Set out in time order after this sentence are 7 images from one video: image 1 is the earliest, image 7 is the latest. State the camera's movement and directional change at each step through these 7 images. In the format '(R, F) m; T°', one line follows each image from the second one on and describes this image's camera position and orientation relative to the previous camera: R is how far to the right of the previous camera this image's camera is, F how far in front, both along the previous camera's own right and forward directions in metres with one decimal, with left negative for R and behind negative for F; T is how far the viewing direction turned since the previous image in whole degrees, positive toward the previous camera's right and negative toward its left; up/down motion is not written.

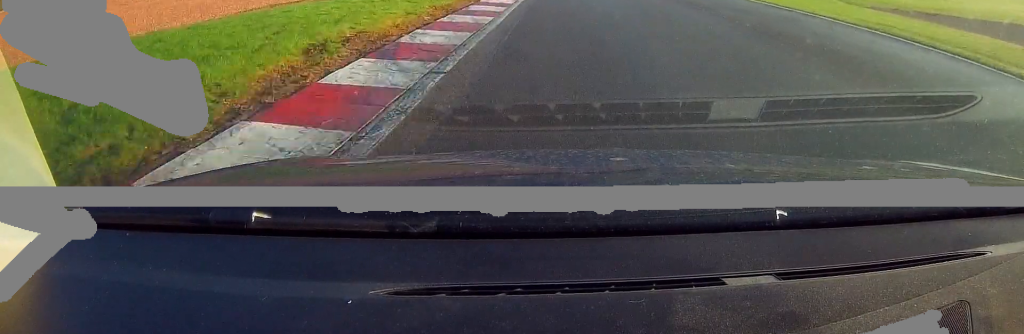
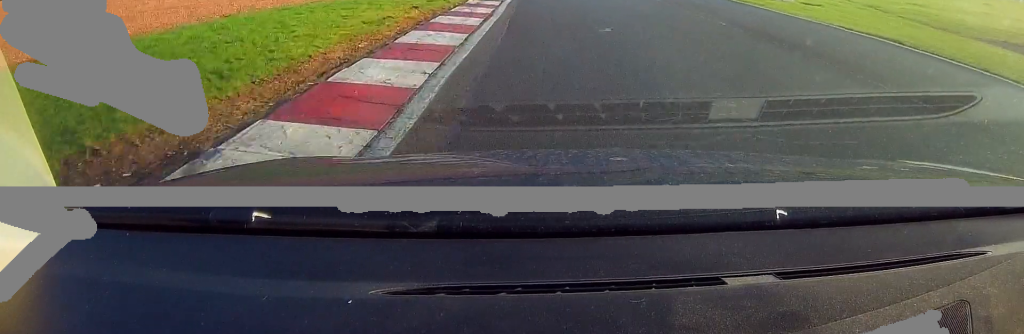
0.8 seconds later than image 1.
(+0.2, +13.0) m; +3°
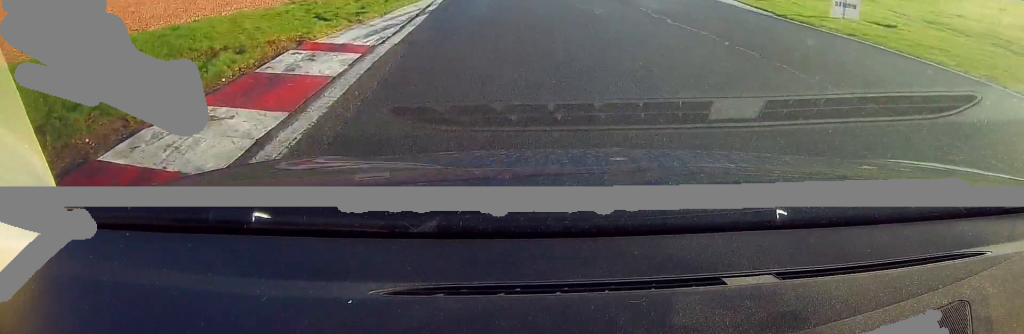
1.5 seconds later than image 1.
(+0.4, +12.6) m; +5°
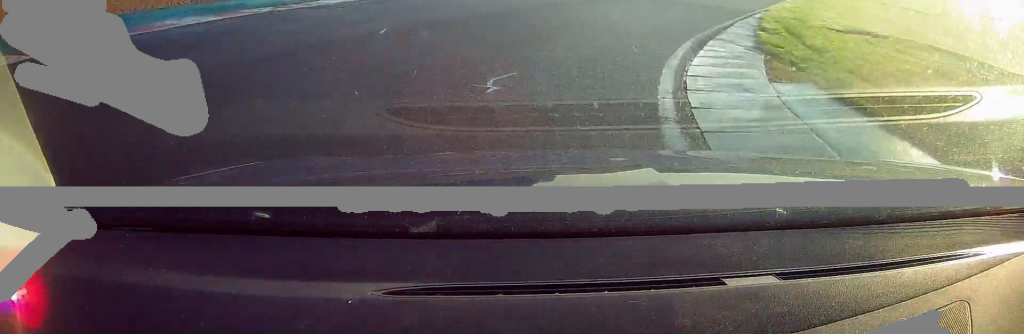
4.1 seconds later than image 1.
(+7.3, +41.0) m; +24°
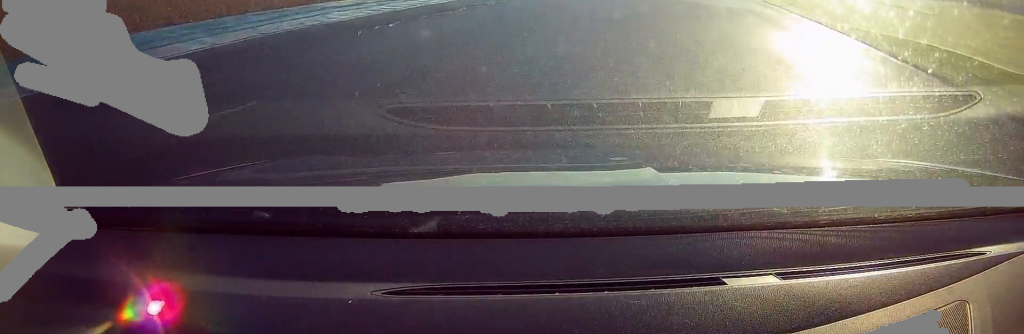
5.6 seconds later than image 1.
(+4.7, +22.7) m; +18°
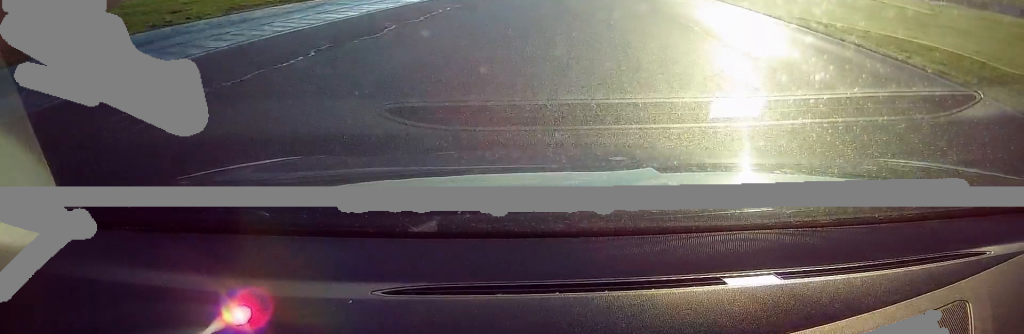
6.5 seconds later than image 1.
(+1.1, +14.2) m; +8°
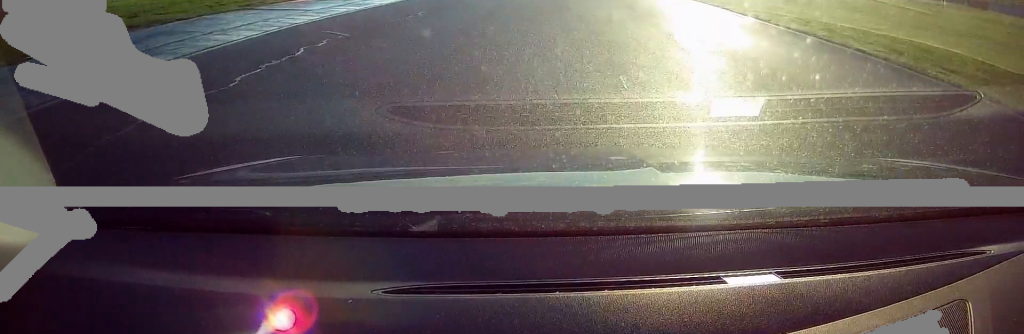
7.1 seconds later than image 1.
(0.0, +7.9) m; +4°
